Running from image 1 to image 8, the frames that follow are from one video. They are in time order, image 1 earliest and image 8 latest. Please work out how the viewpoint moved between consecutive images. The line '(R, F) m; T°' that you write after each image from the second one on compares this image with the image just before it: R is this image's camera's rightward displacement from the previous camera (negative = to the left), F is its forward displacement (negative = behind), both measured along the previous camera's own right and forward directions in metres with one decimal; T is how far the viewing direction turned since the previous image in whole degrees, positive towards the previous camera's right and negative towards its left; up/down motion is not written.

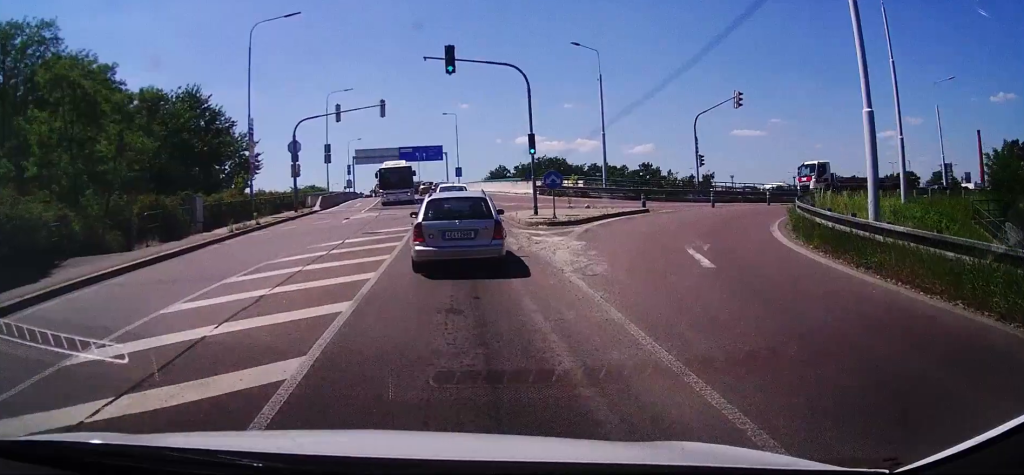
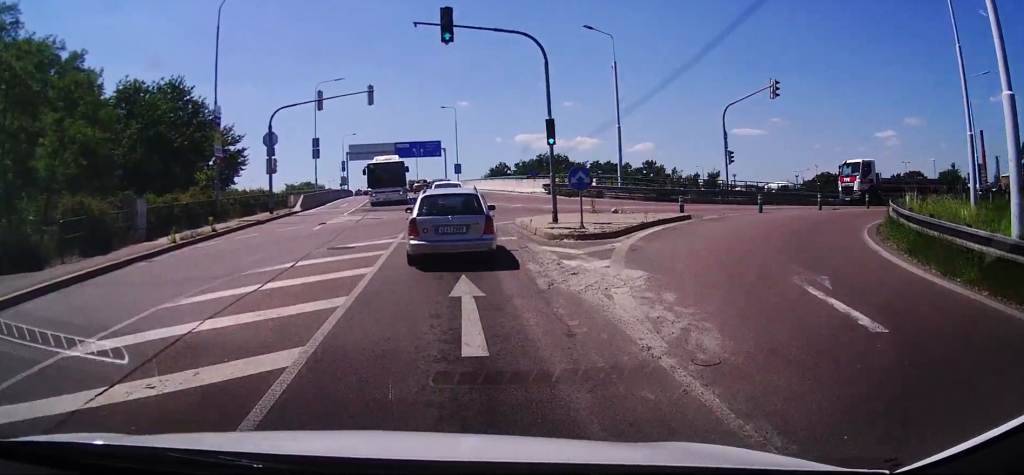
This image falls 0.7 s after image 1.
(-0.2, +5.3) m; 0°
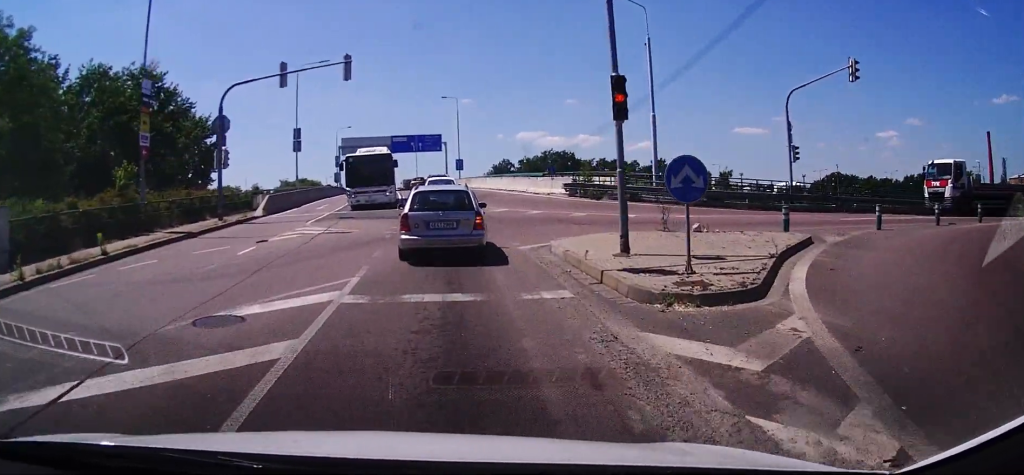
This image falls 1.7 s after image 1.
(0.0, +8.2) m; +1°
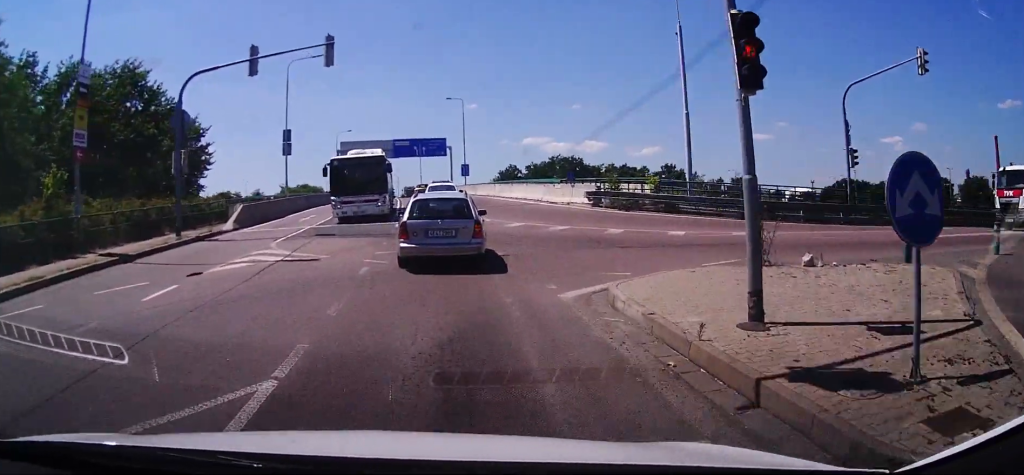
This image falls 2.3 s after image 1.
(0.0, +5.0) m; +1°
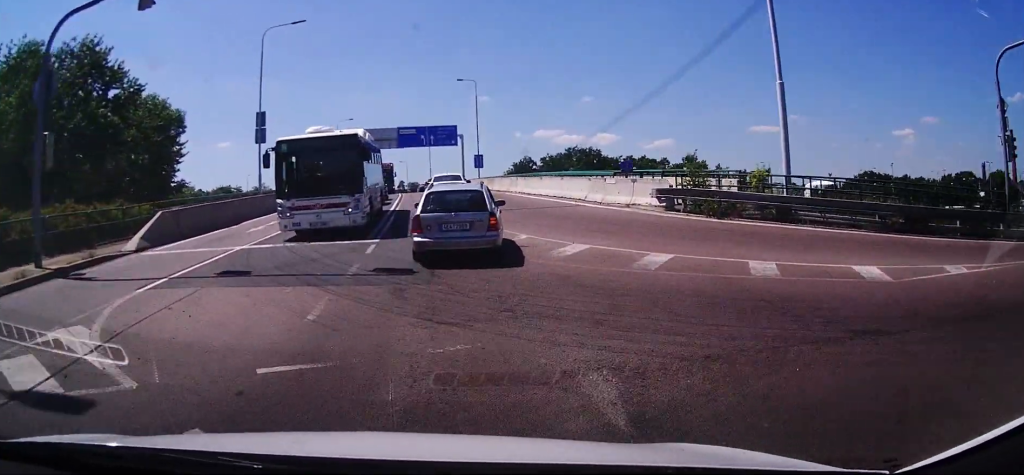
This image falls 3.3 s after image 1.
(+0.1, +9.4) m; +1°
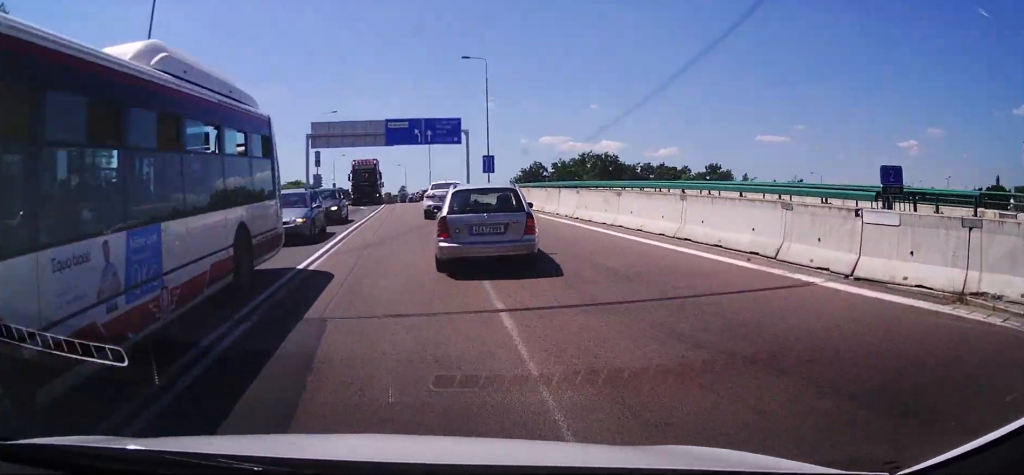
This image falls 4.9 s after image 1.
(+0.1, +16.8) m; 0°
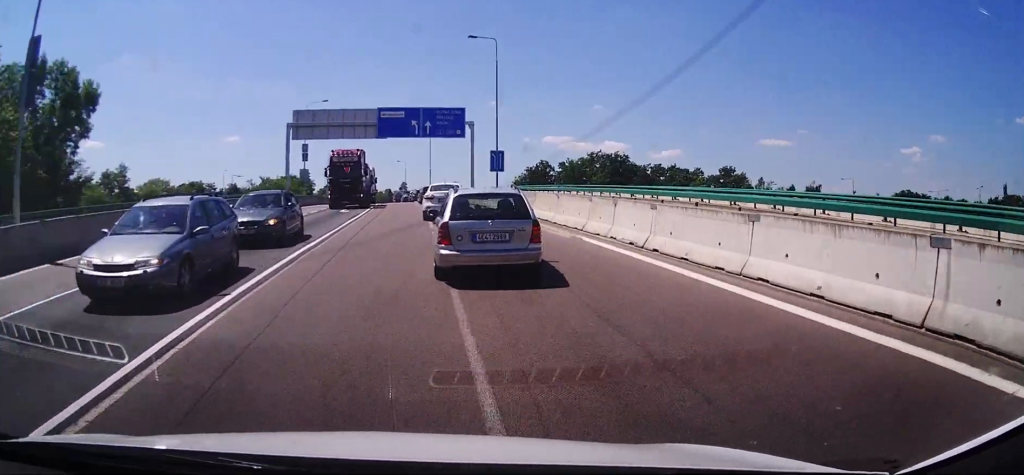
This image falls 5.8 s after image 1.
(0.0, +8.9) m; -2°
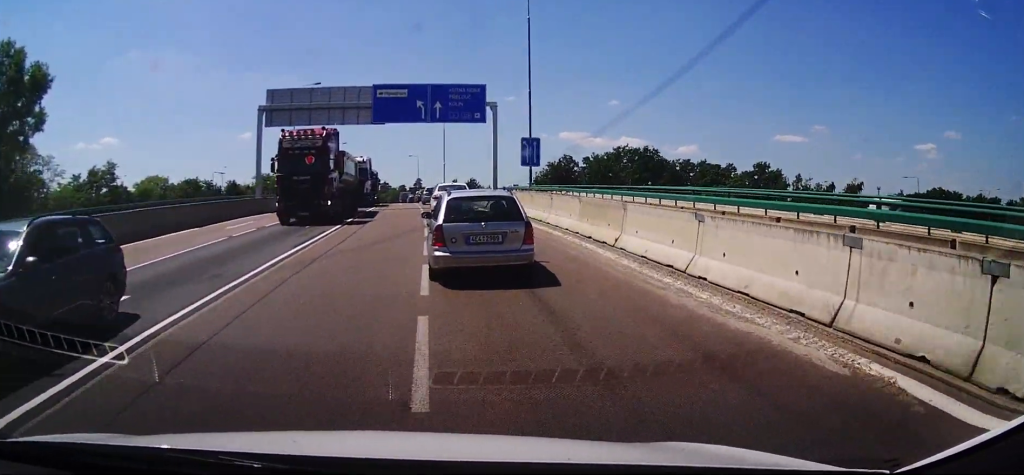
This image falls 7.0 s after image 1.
(-0.6, +12.0) m; -4°
